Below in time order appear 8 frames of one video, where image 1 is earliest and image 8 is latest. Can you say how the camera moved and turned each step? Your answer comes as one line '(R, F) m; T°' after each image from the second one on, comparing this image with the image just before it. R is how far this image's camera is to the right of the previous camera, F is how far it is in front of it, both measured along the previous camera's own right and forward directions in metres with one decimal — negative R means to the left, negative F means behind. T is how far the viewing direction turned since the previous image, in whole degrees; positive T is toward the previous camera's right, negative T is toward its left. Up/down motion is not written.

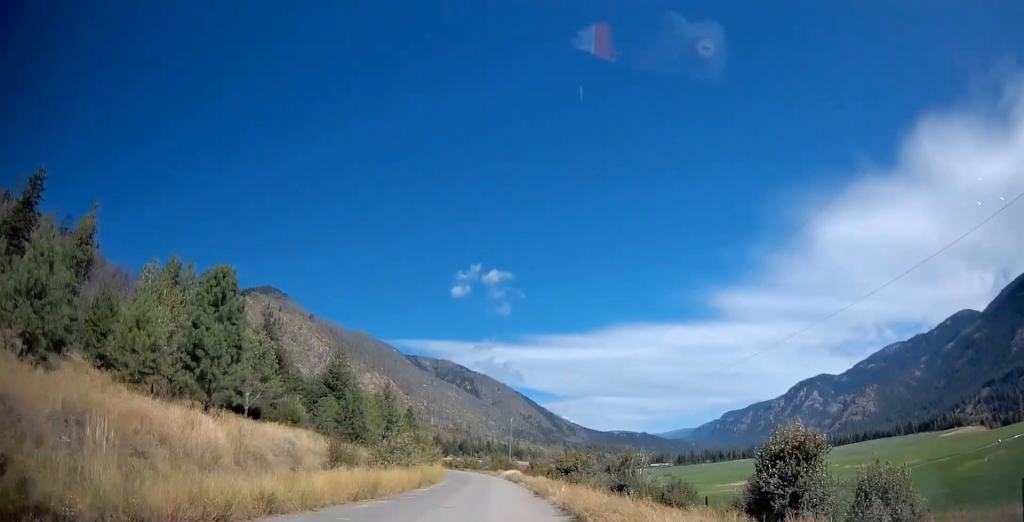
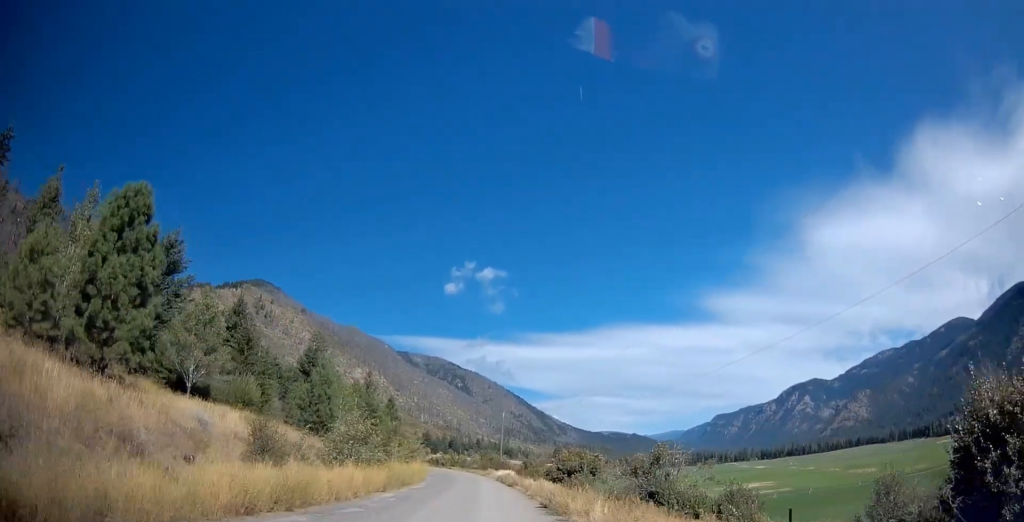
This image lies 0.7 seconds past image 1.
(+0.3, +9.0) m; +2°
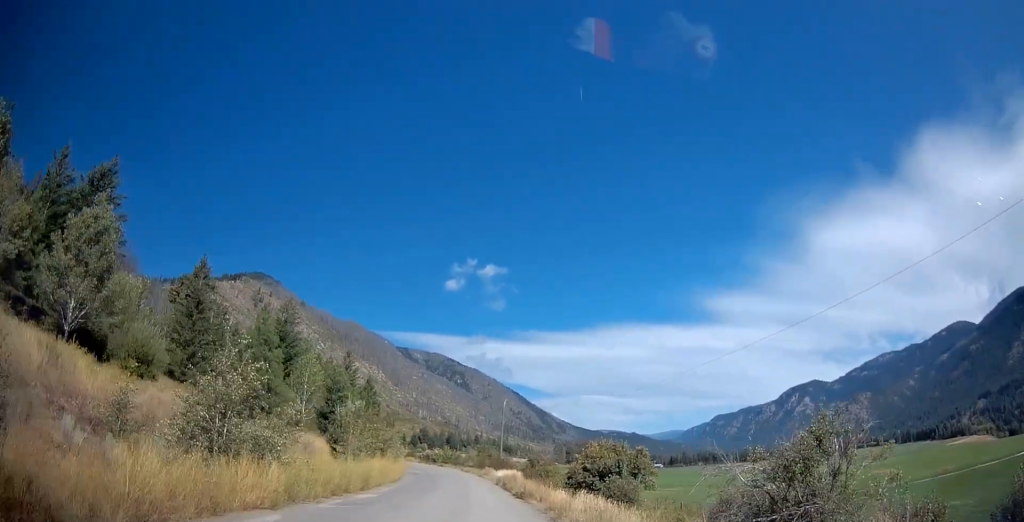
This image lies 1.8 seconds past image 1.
(0.0, +14.6) m; 0°
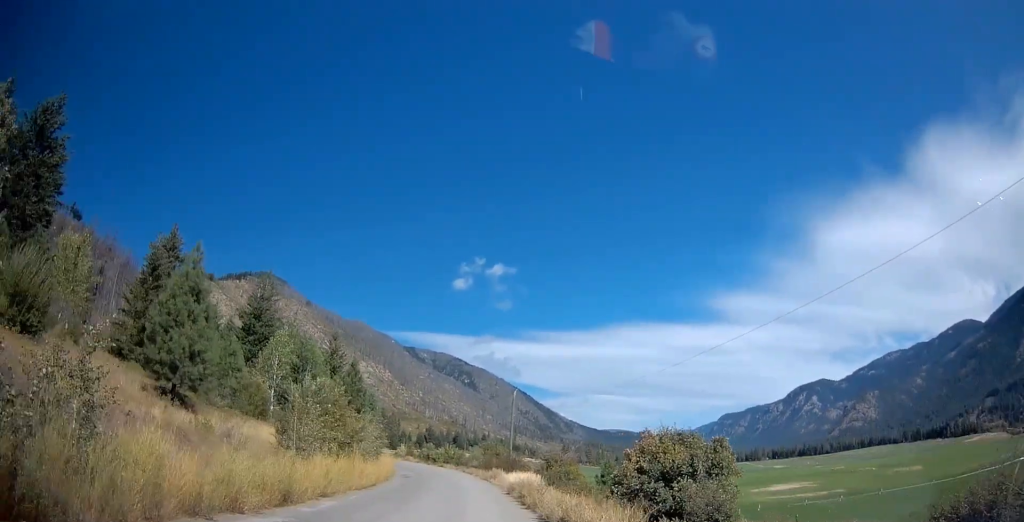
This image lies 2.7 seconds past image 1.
(0.0, +11.1) m; 0°
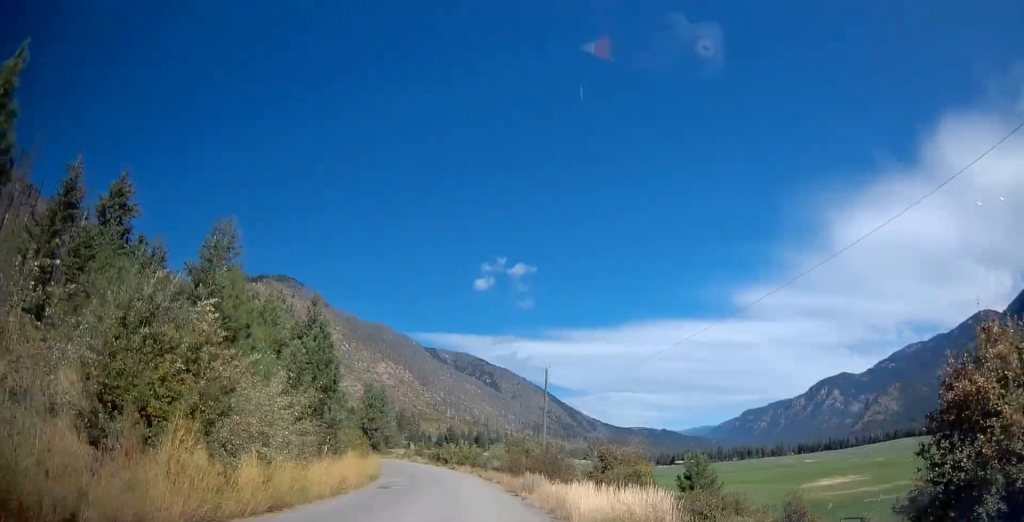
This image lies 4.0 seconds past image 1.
(-0.1, +17.0) m; -1°
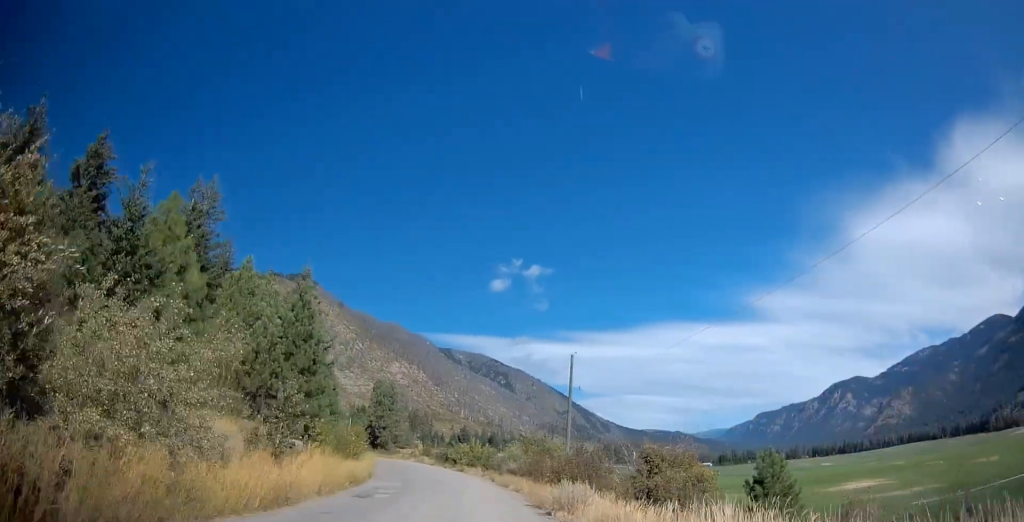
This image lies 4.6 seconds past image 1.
(+0.1, +7.6) m; -1°
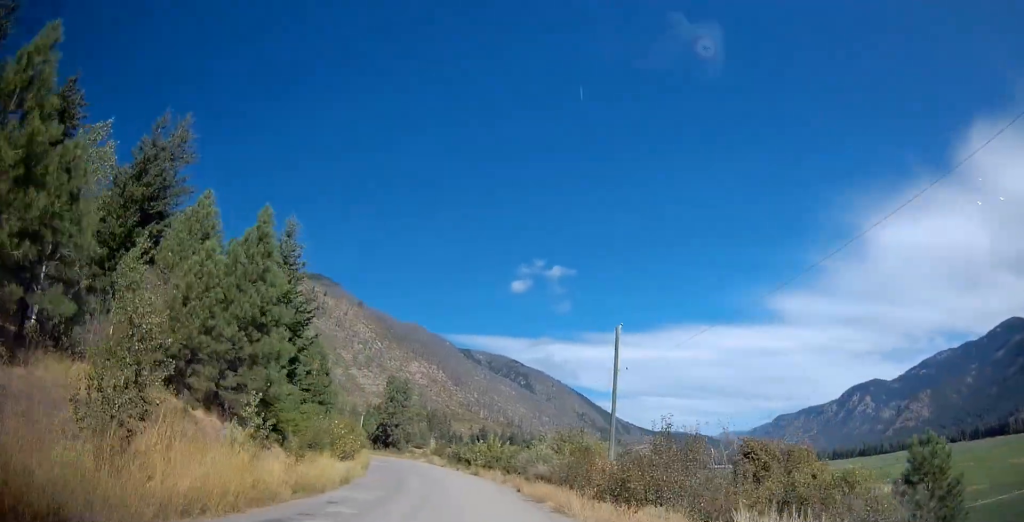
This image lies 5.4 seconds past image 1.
(-0.3, +9.8) m; -2°
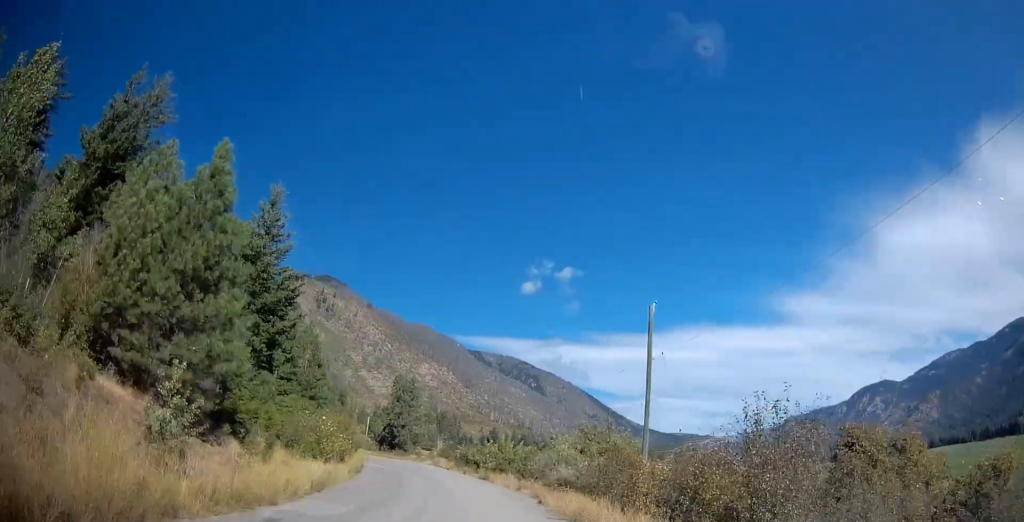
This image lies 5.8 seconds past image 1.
(-0.1, +5.6) m; -1°
